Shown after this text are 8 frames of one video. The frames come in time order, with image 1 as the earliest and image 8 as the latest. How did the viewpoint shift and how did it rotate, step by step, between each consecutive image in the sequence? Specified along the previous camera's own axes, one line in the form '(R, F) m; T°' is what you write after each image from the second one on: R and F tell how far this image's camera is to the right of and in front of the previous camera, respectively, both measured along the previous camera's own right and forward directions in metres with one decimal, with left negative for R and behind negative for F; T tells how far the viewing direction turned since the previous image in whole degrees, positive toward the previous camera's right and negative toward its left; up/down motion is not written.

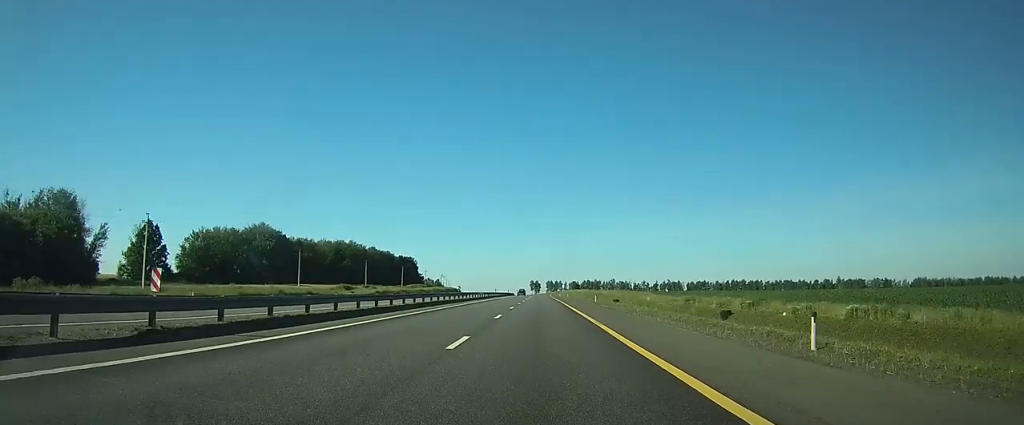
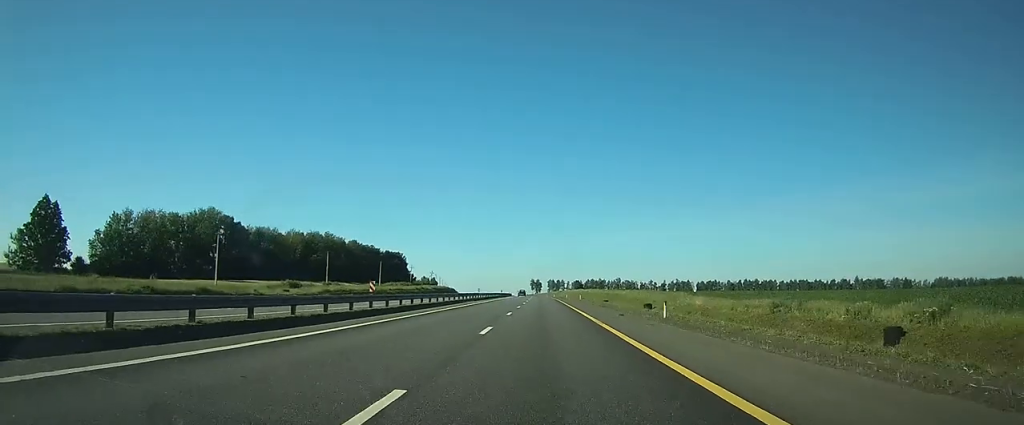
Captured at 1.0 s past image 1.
(-0.1, +31.9) m; 0°
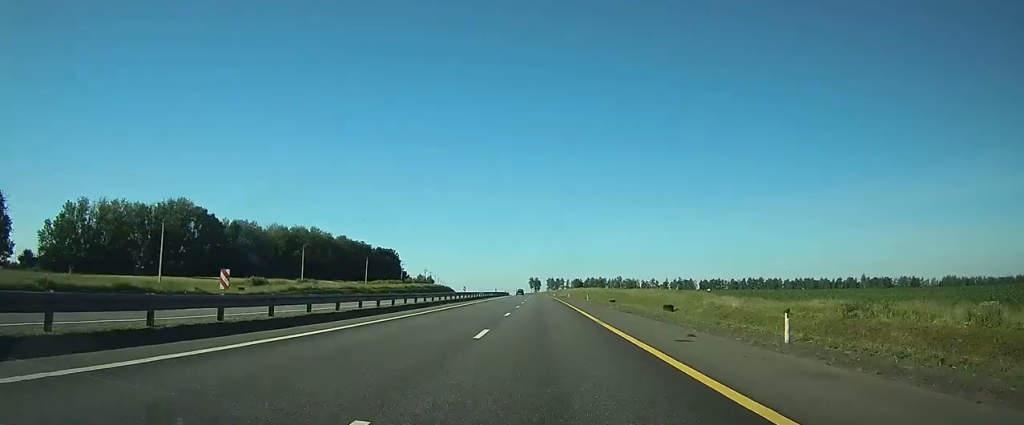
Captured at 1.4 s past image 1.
(0.0, +13.8) m; 0°
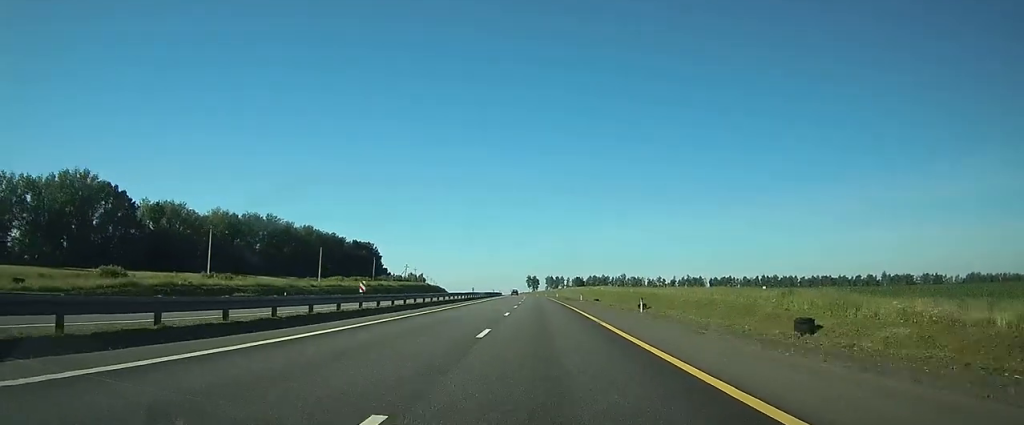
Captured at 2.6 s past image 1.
(0.0, +36.0) m; 0°
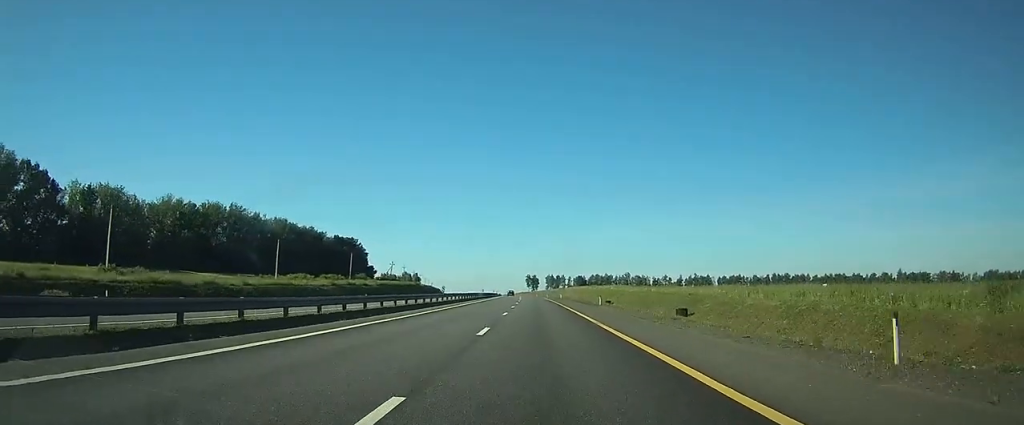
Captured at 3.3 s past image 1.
(0.0, +23.2) m; 0°
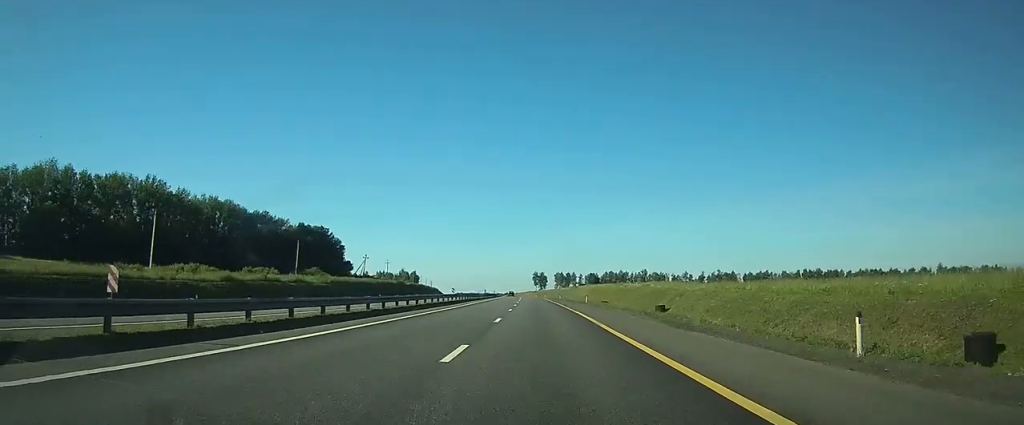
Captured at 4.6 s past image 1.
(+0.1, +42.0) m; 0°
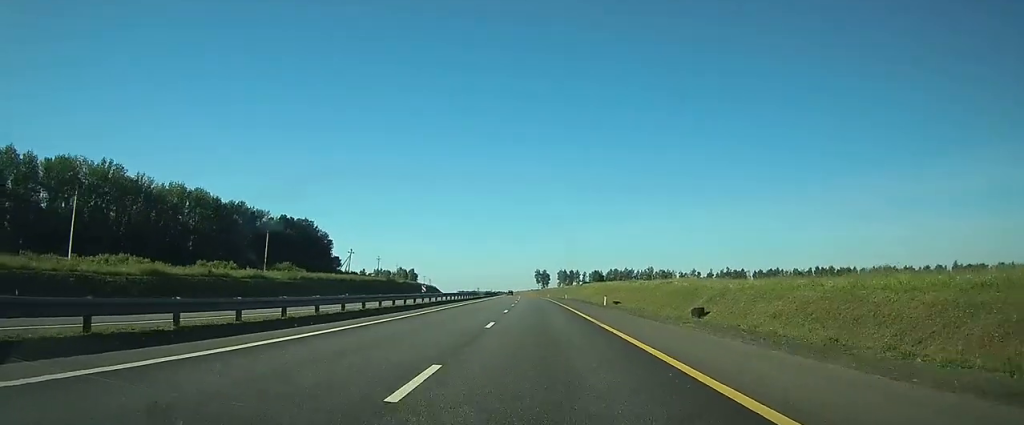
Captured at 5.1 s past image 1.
(0.0, +15.7) m; 0°
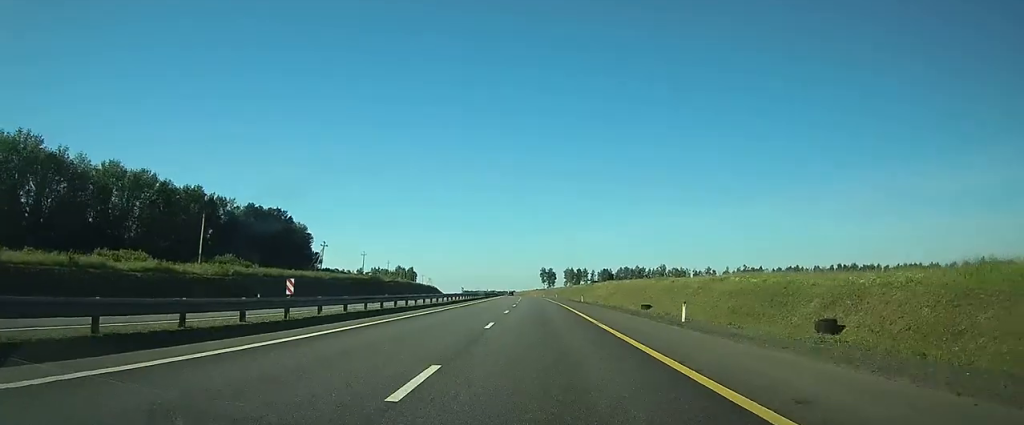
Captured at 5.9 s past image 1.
(-0.1, +24.0) m; 0°
